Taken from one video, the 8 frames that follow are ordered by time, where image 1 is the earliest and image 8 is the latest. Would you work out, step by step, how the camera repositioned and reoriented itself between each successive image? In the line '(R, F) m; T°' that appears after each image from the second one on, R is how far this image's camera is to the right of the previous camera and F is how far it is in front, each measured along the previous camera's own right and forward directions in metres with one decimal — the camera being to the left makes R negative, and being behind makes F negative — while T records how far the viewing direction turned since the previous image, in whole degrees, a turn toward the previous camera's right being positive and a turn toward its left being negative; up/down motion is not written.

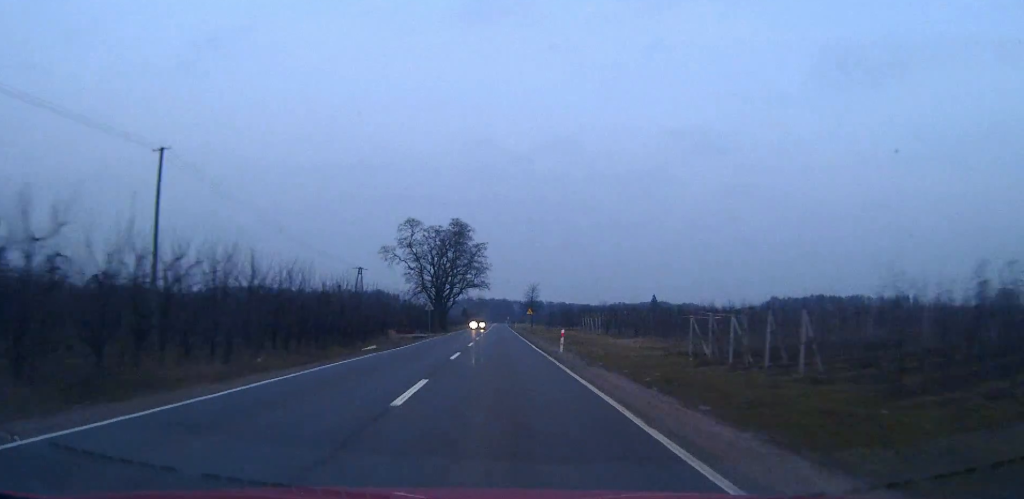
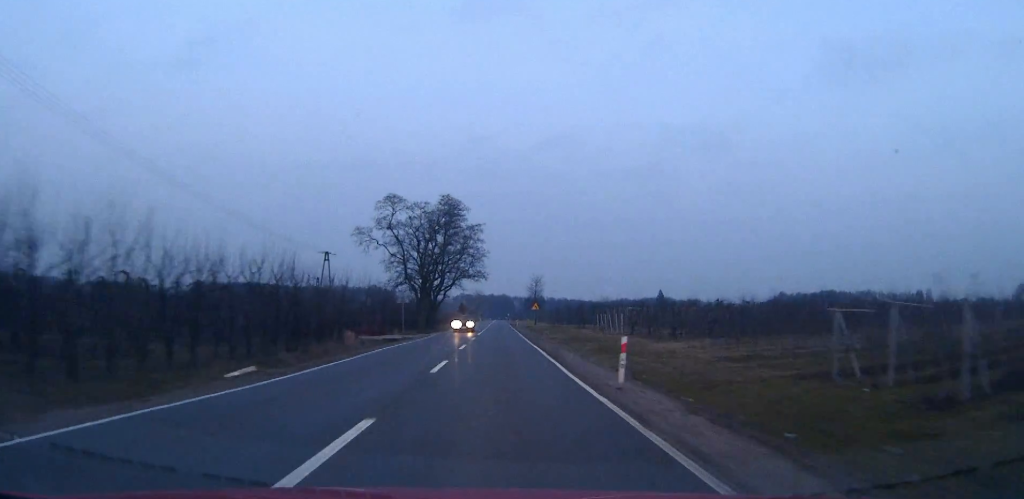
(0.0, +17.2) m; 0°
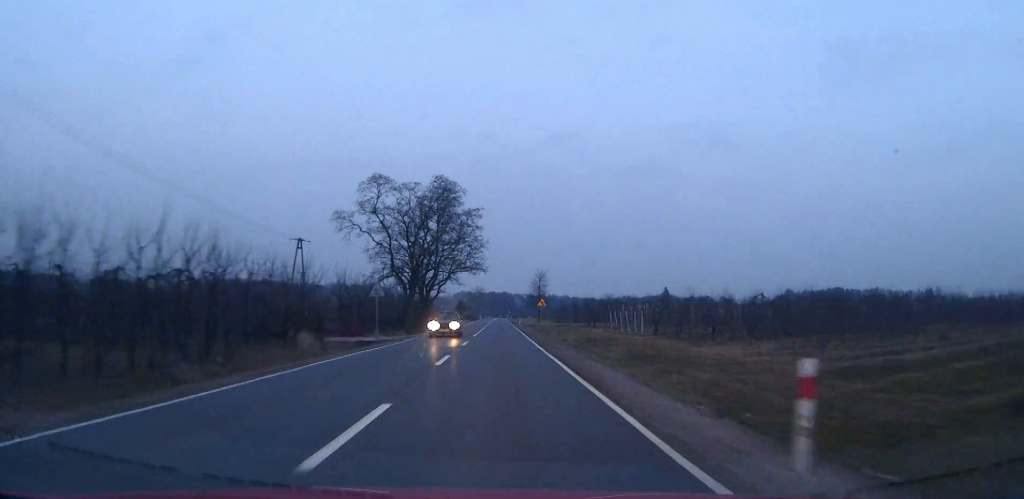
(0.0, +10.5) m; 0°
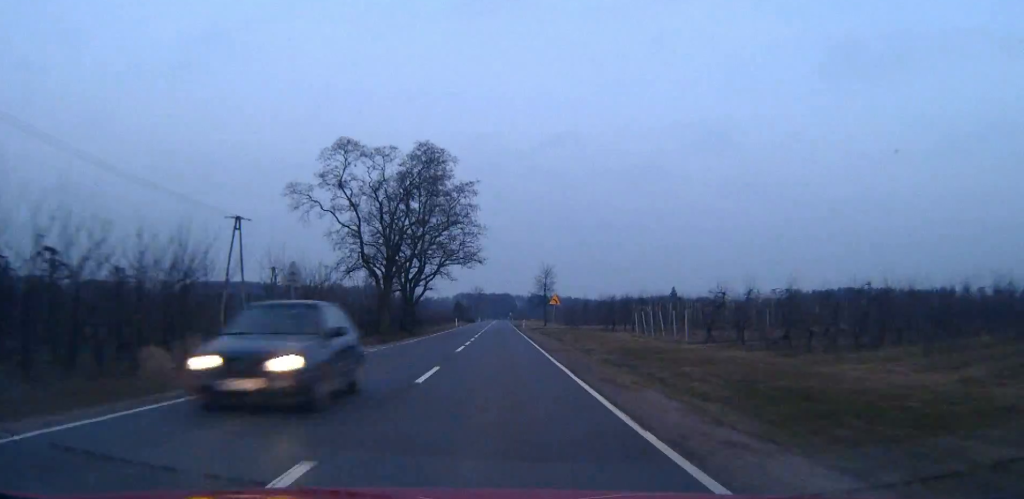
(0.0, +15.7) m; 0°
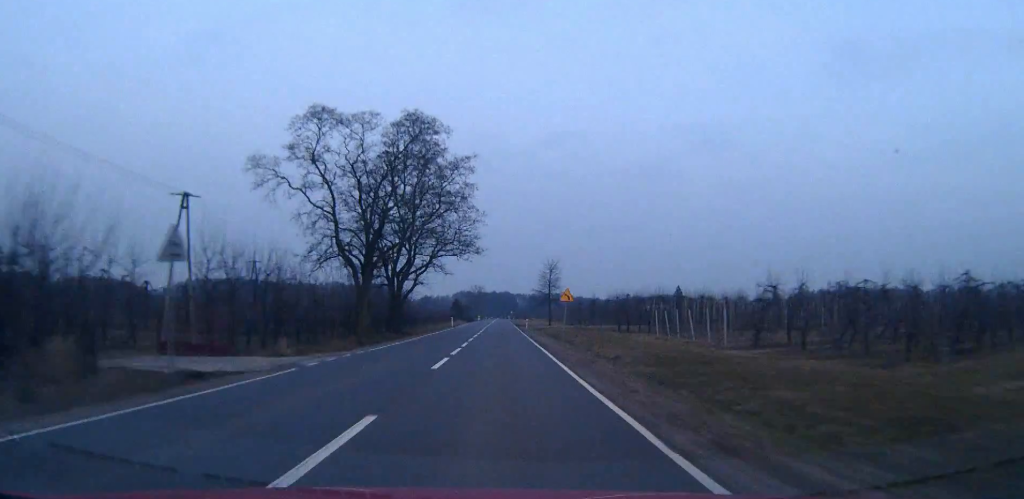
(0.0, +8.9) m; 0°
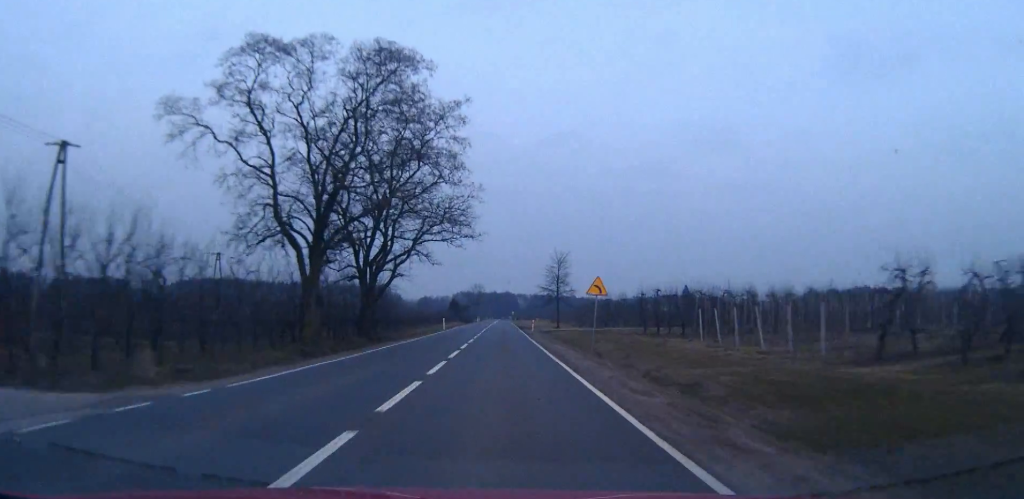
(-0.1, +13.3) m; 0°
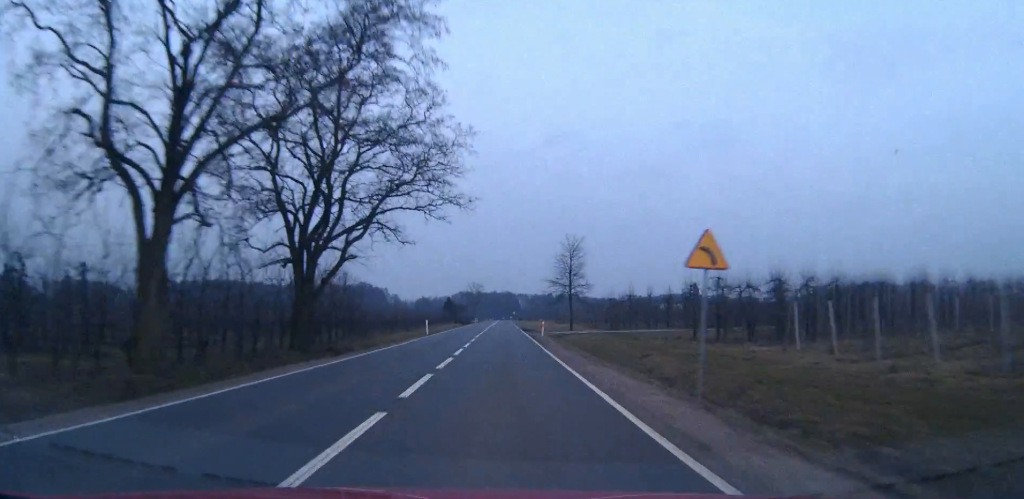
(0.0, +16.0) m; 0°
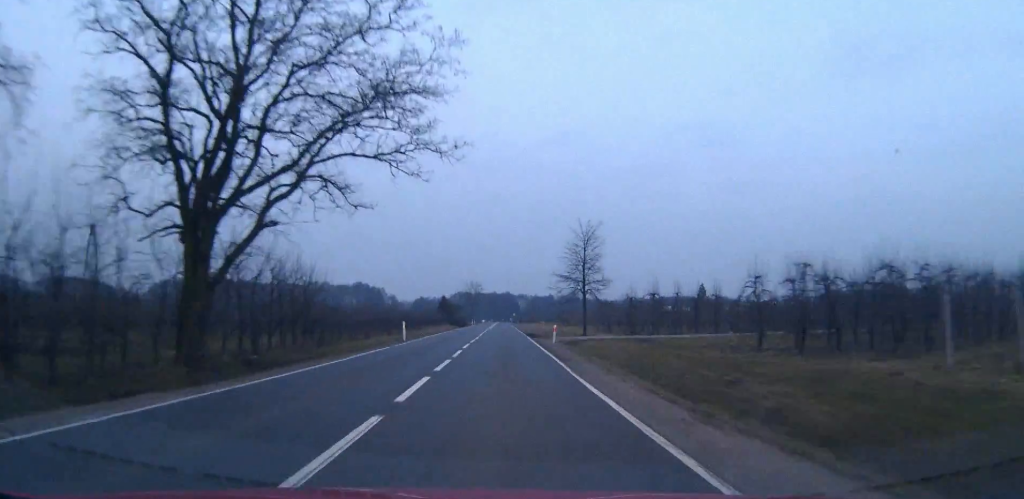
(0.0, +12.3) m; 0°
